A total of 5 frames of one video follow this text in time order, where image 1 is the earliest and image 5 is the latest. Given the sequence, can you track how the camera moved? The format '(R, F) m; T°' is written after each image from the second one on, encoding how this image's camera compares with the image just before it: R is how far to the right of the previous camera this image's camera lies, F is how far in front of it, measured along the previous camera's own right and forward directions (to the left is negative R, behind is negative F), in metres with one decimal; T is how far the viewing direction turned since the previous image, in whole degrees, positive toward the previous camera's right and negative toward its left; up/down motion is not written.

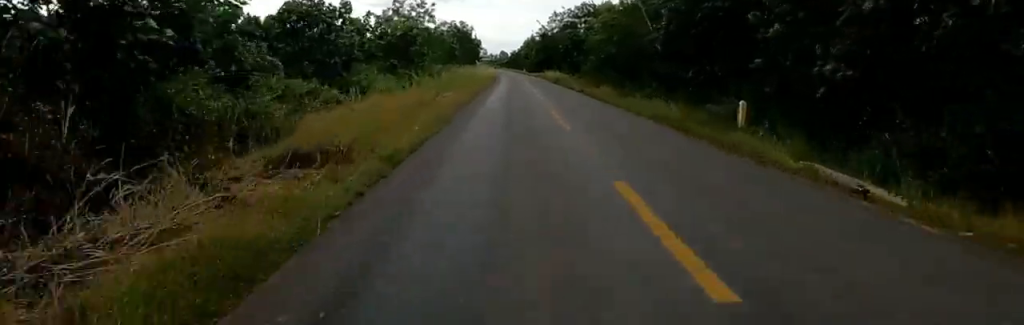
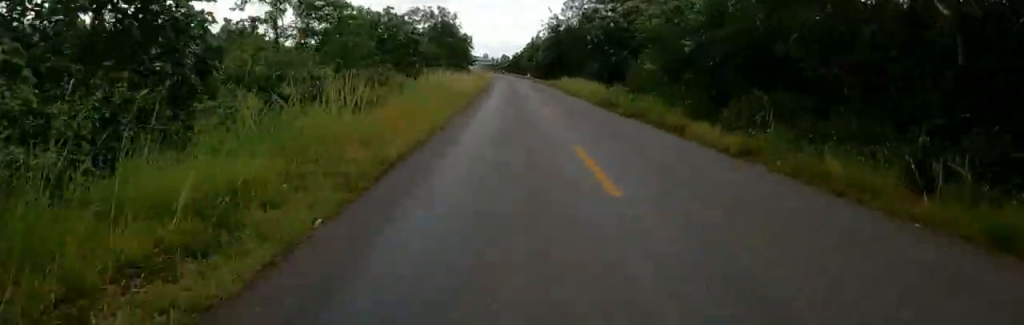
(+0.5, +20.7) m; +1°
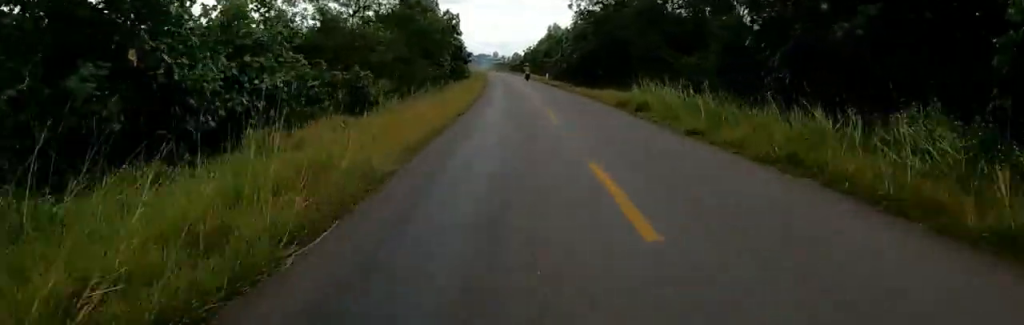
(-0.1, +26.4) m; 0°
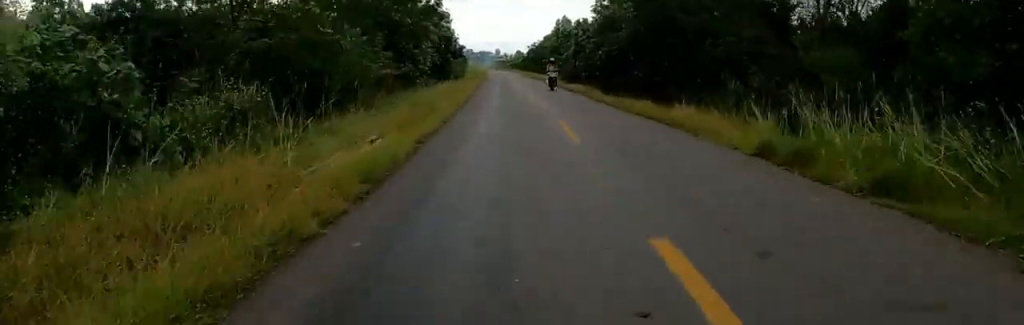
(0.0, +12.4) m; 0°
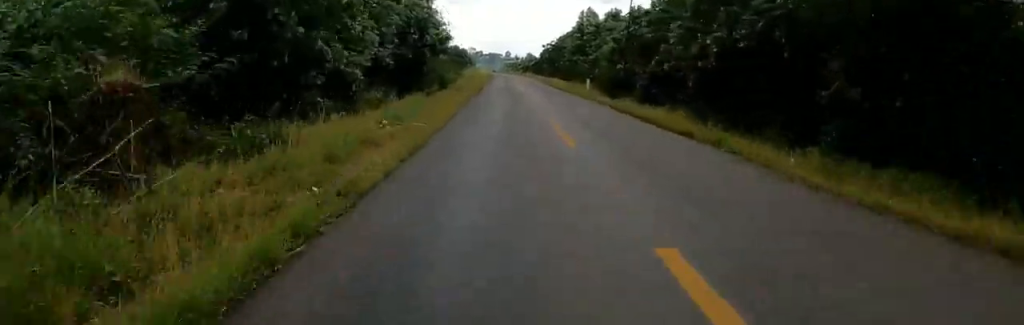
(0.0, +16.6) m; 0°
